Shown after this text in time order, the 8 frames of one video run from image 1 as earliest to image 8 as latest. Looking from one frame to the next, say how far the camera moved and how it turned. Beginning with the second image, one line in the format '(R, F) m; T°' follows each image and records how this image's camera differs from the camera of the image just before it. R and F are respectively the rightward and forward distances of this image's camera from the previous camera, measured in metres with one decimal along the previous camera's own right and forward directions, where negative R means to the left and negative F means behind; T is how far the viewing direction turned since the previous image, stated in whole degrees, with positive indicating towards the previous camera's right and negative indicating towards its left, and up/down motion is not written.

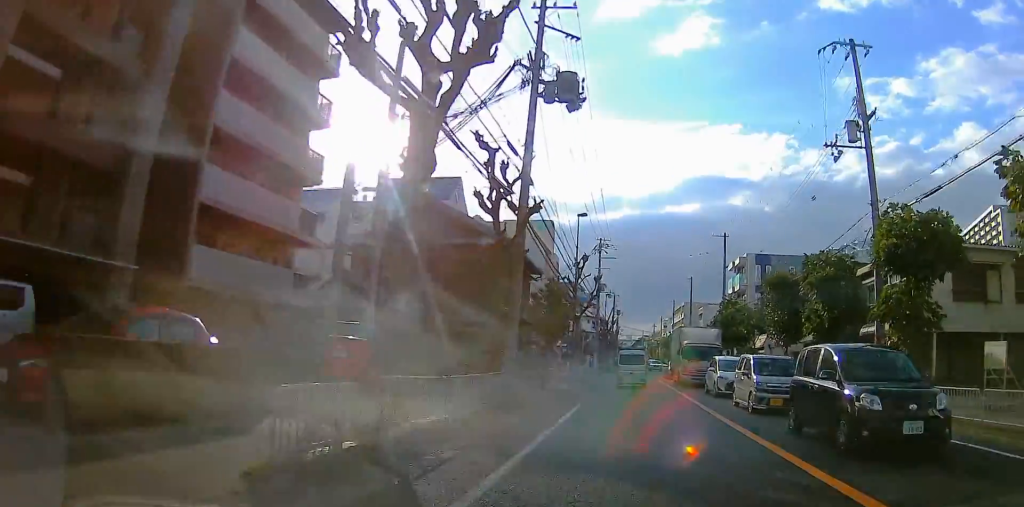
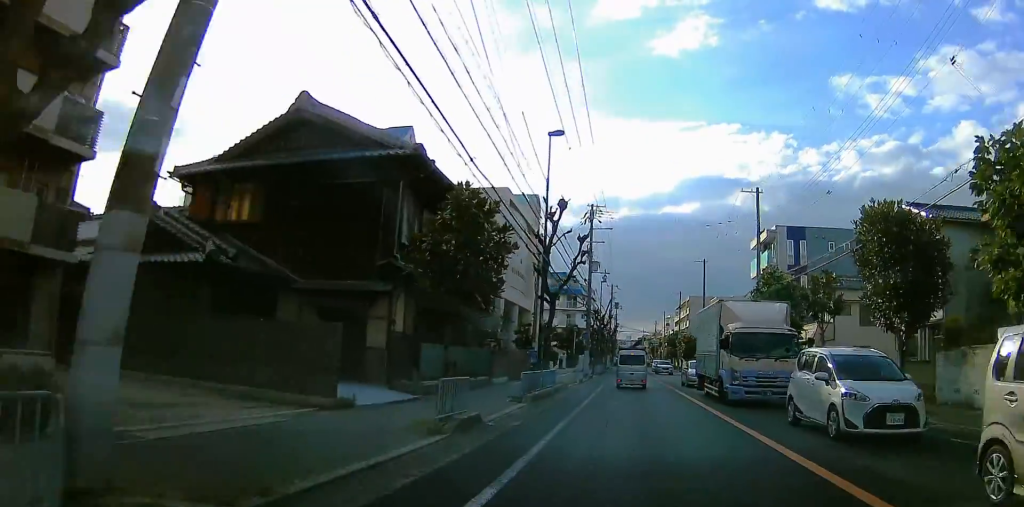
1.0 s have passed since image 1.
(+1.4, +13.6) m; 0°
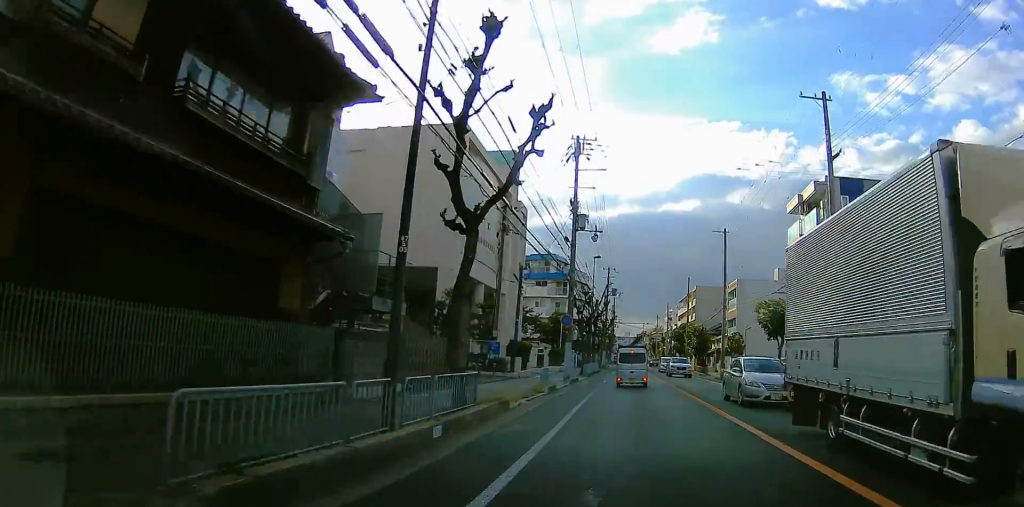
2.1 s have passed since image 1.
(-1.4, +14.3) m; -6°
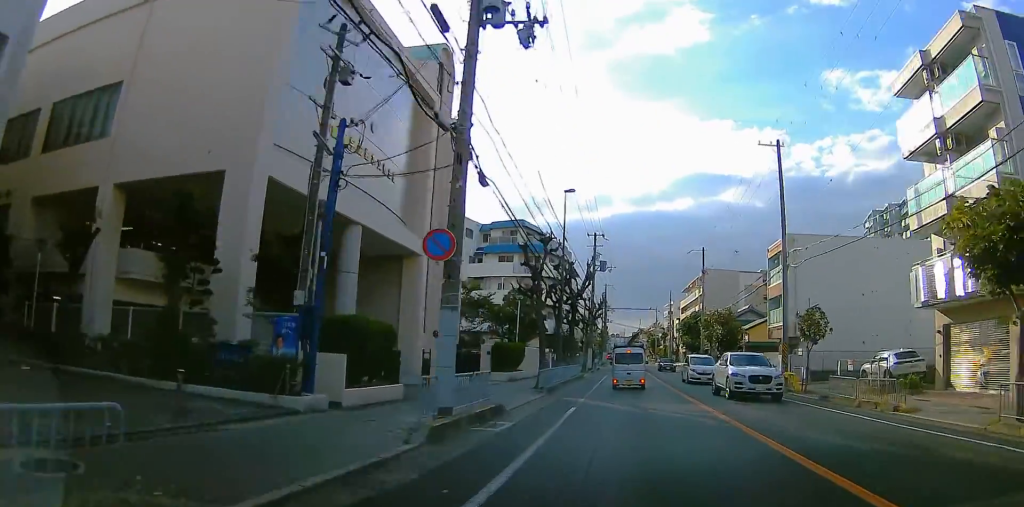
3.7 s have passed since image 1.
(0.0, +21.0) m; 0°
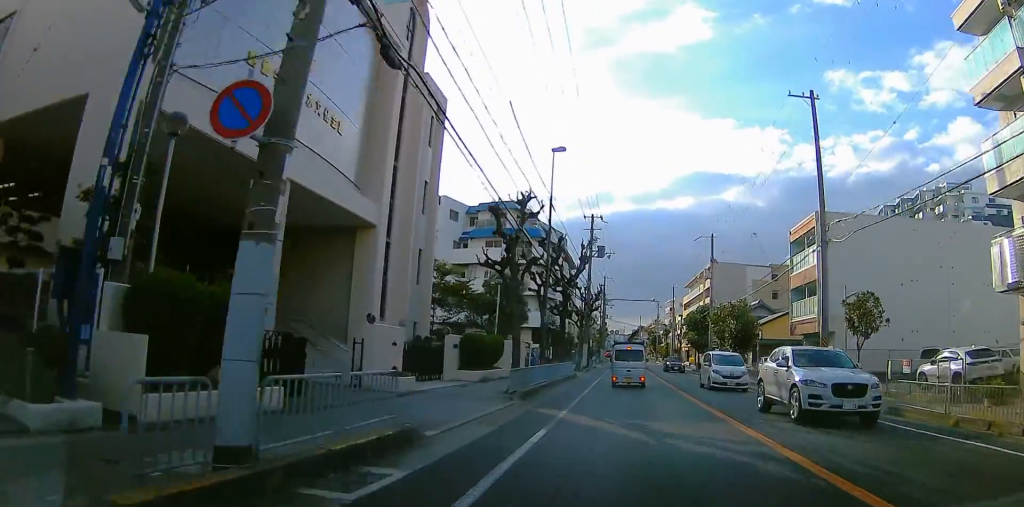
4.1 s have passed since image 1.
(0.0, +6.0) m; 0°
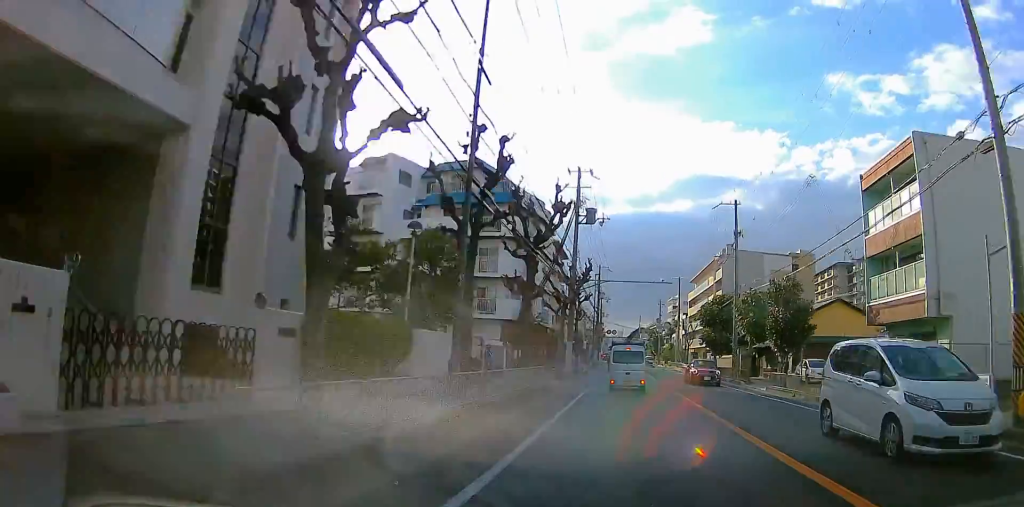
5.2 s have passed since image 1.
(0.0, +12.5) m; 0°
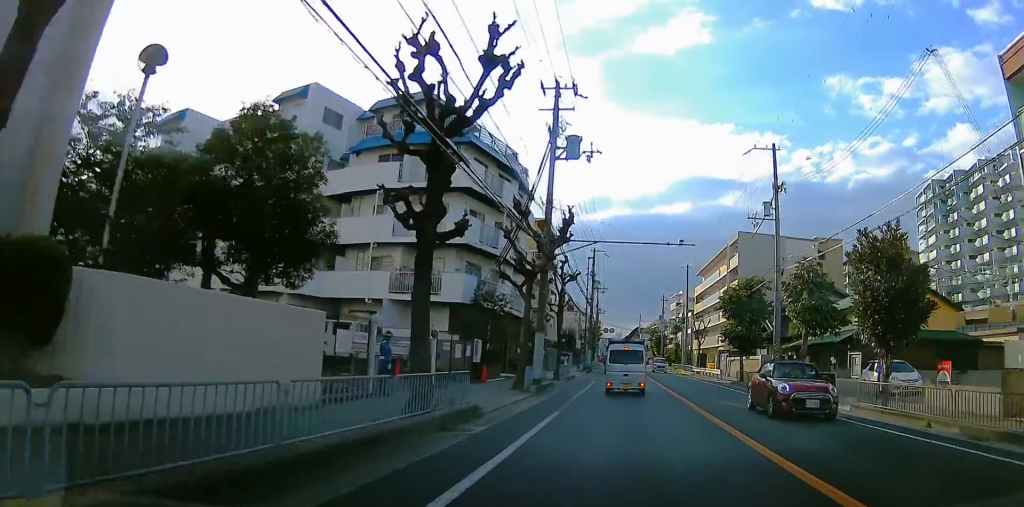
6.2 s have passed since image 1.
(0.0, +11.4) m; 0°
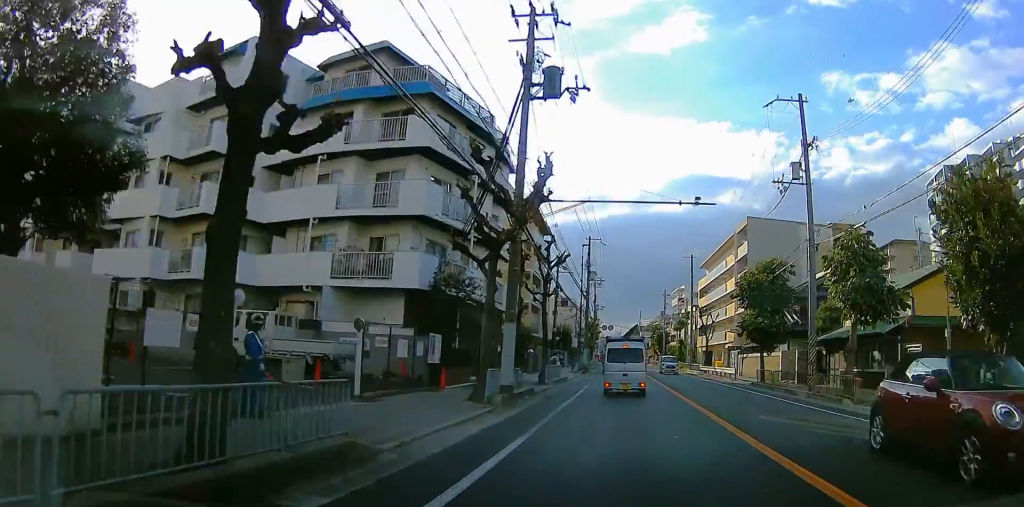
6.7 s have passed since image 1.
(0.0, +5.6) m; 0°
